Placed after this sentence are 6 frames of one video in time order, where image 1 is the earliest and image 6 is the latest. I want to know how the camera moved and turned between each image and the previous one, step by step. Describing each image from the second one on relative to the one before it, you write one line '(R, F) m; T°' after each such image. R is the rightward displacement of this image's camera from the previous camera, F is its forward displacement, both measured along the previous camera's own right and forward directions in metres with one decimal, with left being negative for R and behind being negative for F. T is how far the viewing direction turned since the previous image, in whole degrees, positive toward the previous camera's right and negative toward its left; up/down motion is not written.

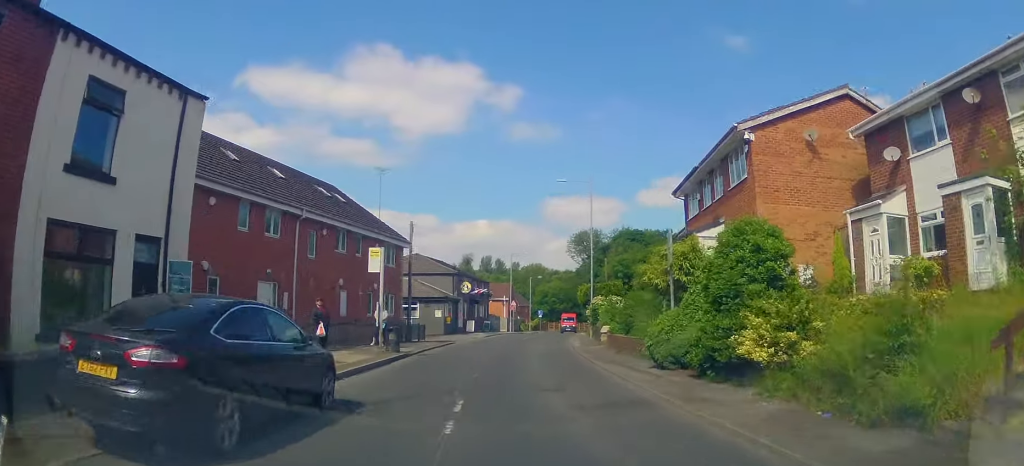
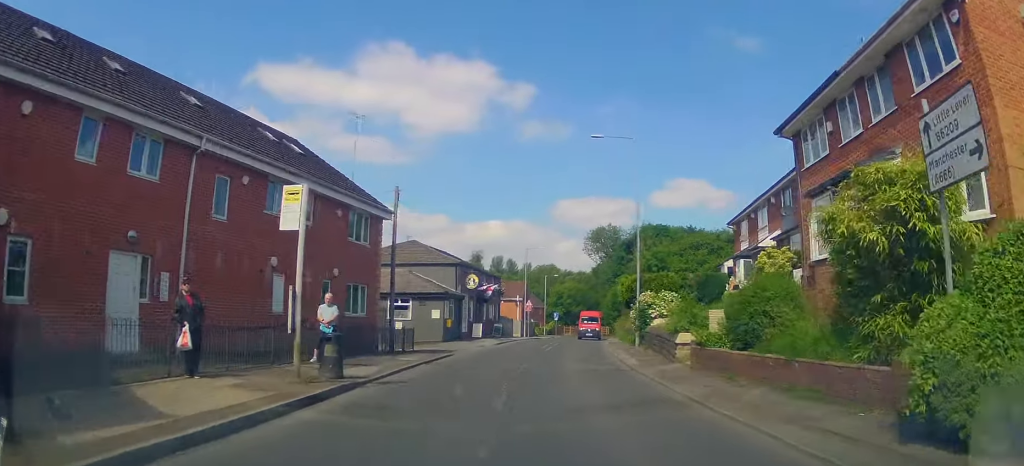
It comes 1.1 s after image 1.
(+0.5, +9.5) m; +1°
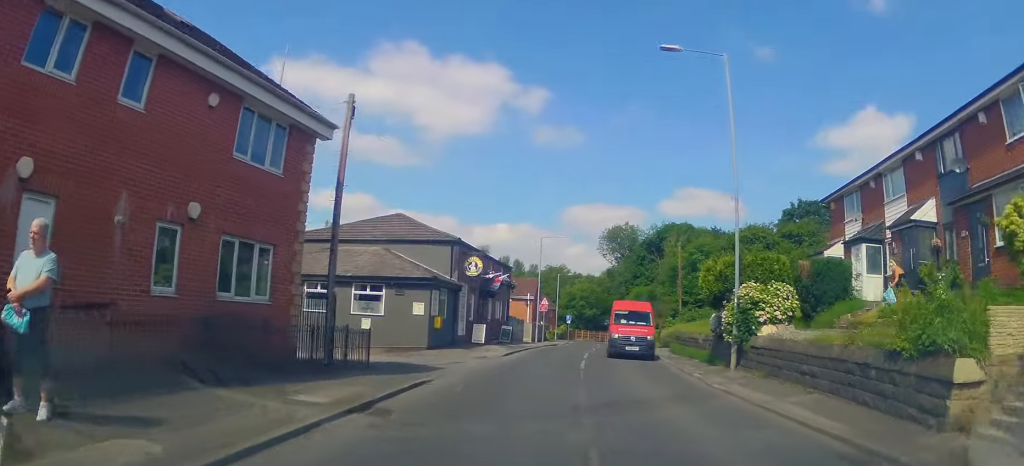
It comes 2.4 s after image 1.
(-0.5, +10.7) m; -3°
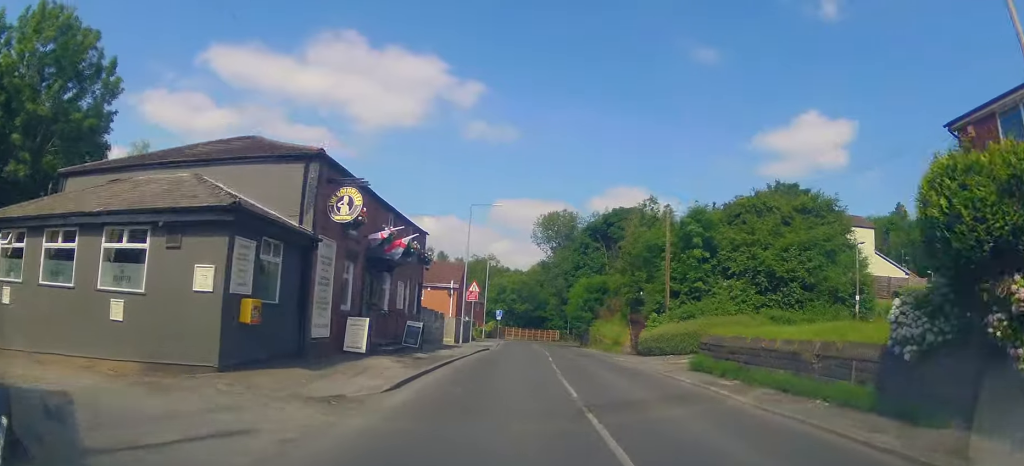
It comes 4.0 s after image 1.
(+0.7, +13.1) m; +9°
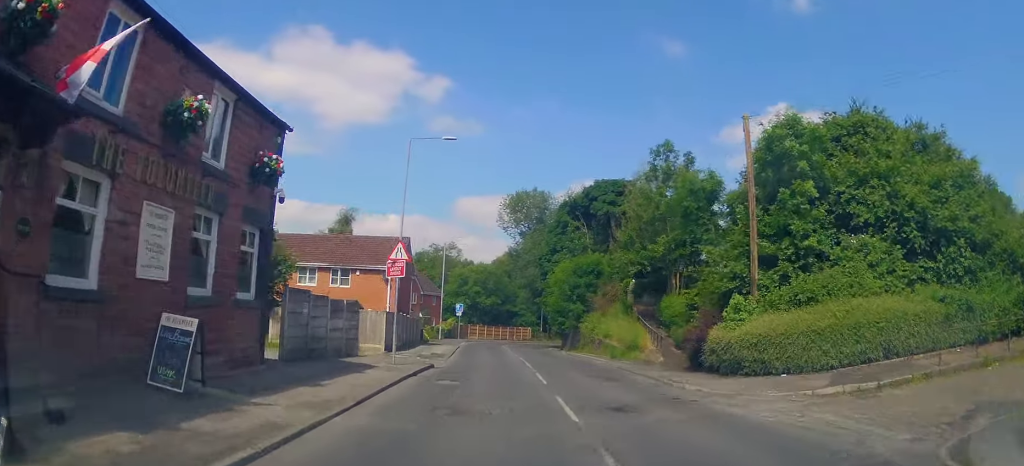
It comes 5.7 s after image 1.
(+0.7, +14.6) m; +2°
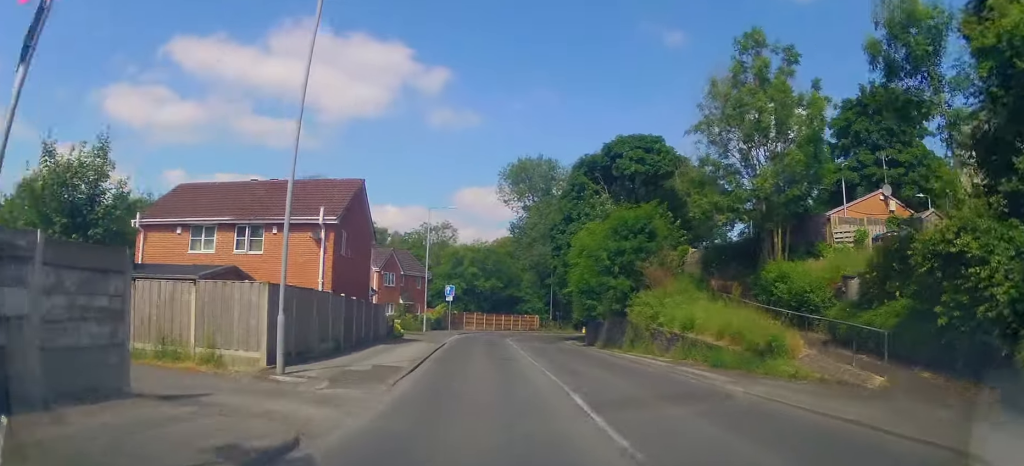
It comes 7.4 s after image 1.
(+0.3, +14.1) m; +3°
